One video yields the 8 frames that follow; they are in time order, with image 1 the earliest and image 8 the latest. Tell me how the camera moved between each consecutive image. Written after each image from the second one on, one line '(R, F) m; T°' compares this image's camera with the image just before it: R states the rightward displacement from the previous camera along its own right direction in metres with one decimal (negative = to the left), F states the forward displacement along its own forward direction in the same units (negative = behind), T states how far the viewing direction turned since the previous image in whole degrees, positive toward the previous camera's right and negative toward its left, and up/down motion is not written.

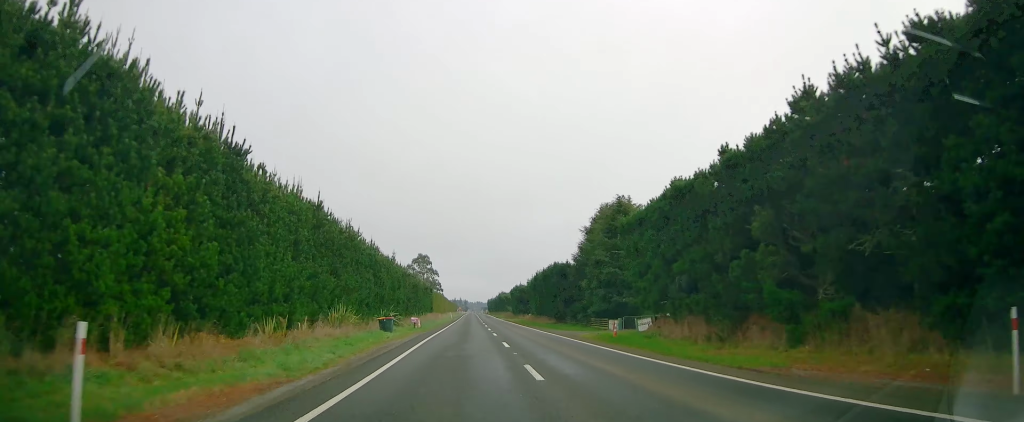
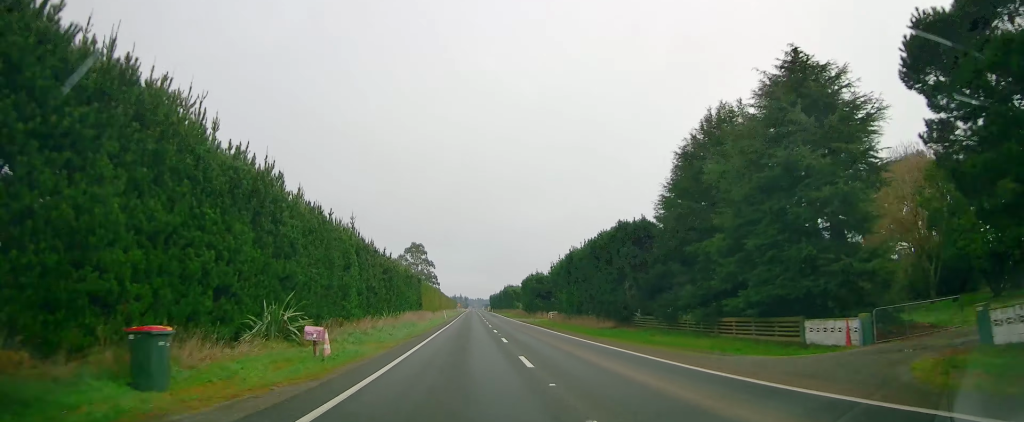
(-0.1, +27.7) m; 0°
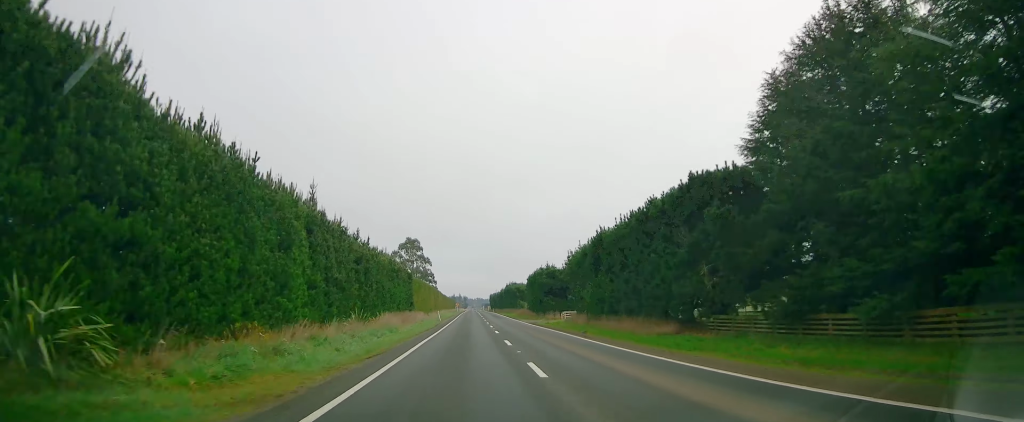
(+0.1, +12.6) m; 0°
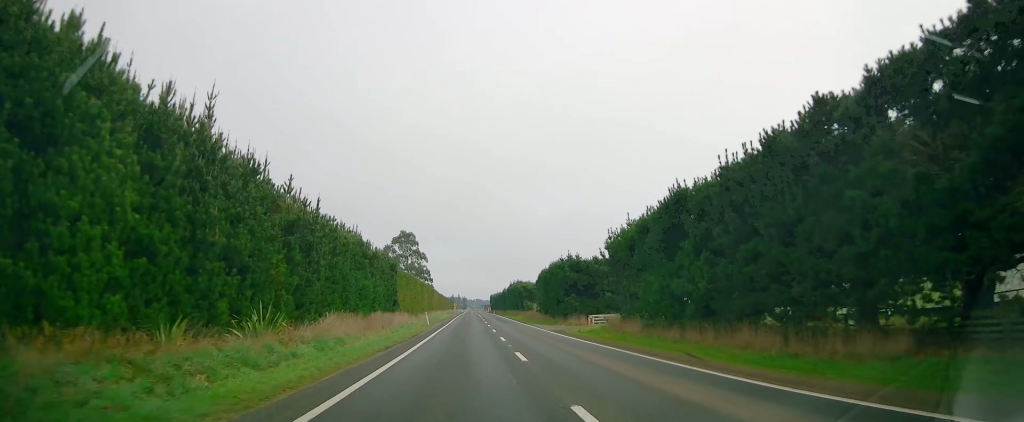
(+0.2, +16.3) m; 0°
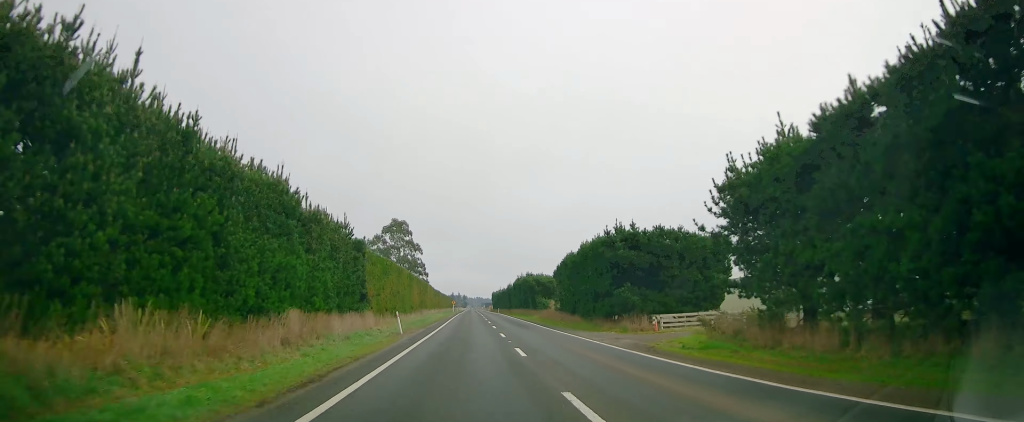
(-0.2, +18.9) m; 0°
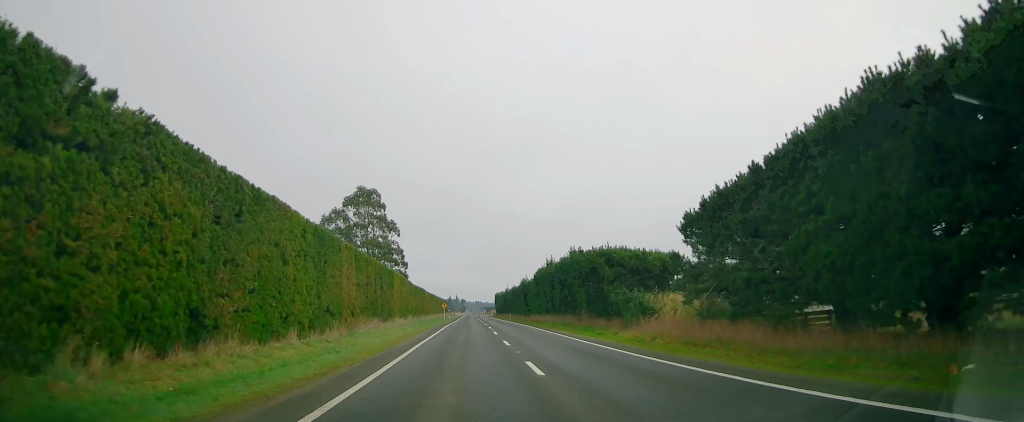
(+0.6, +44.3) m; +2°
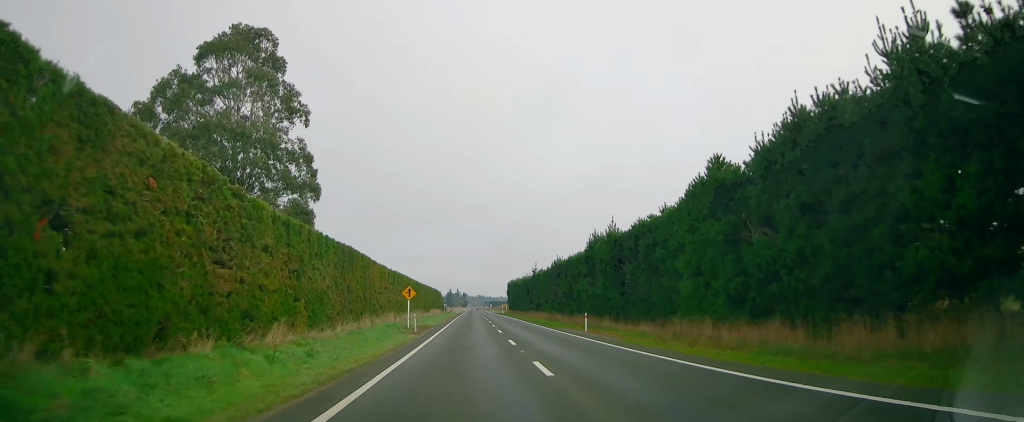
(-1.0, +60.6) m; -1°
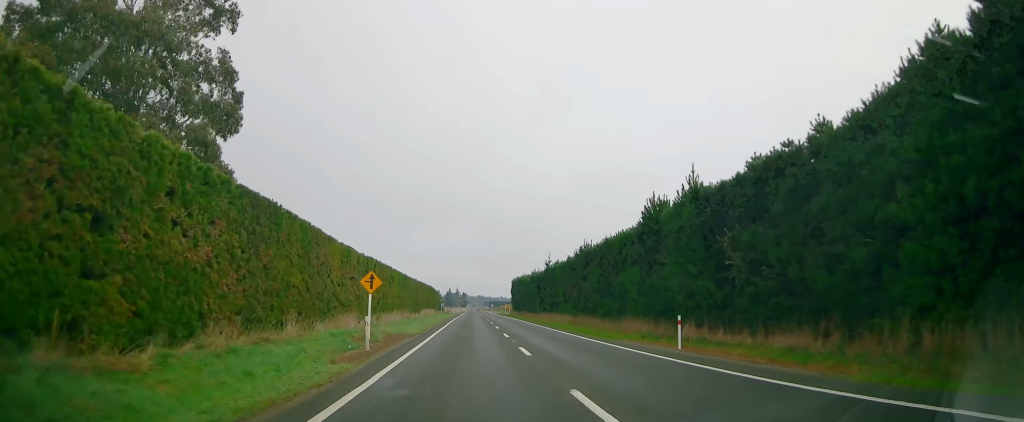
(+0.2, +16.2) m; 0°
